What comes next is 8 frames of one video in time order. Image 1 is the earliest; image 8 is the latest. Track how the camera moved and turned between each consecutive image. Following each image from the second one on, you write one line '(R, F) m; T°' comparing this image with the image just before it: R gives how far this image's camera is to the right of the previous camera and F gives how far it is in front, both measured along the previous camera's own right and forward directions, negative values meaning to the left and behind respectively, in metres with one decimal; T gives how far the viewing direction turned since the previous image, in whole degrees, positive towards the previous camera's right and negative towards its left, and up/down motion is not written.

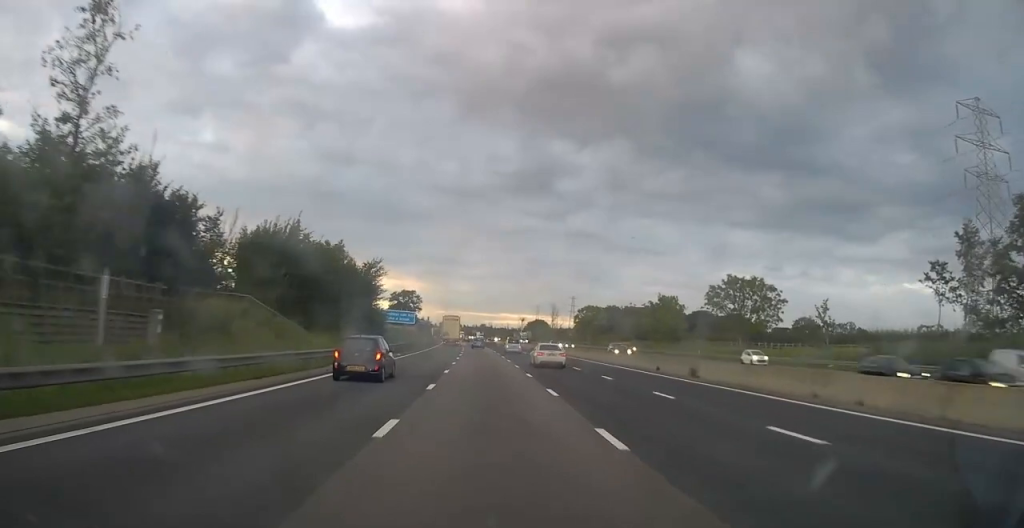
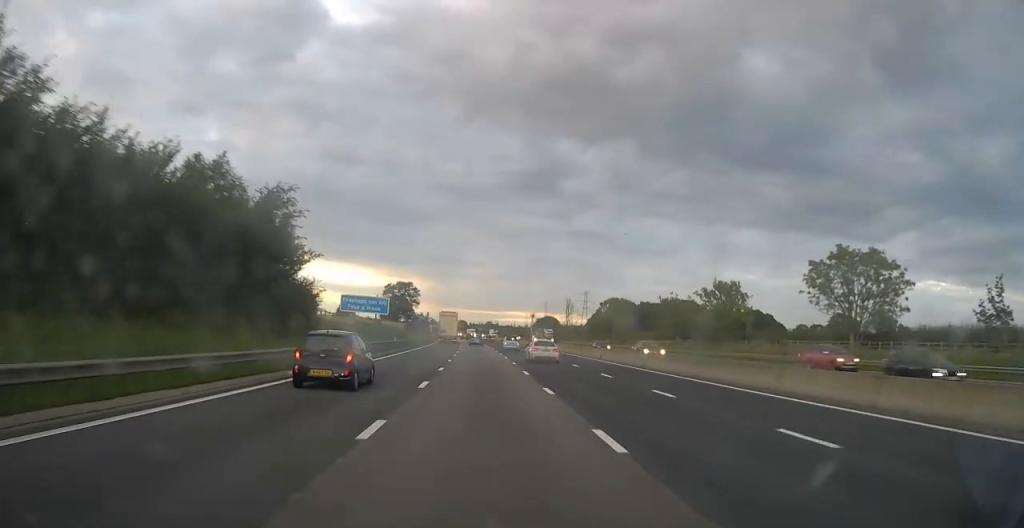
(0.0, +27.1) m; 0°
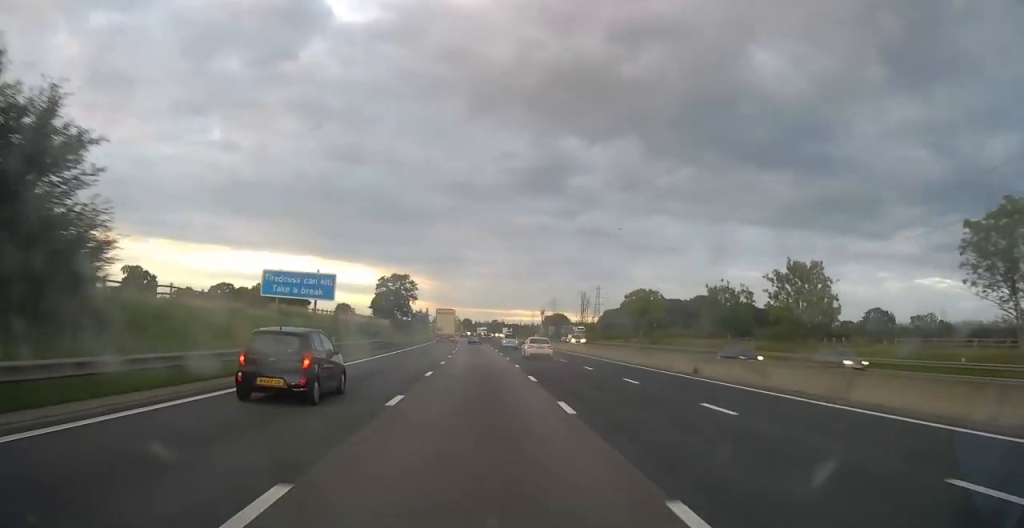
(-0.1, +22.8) m; 0°
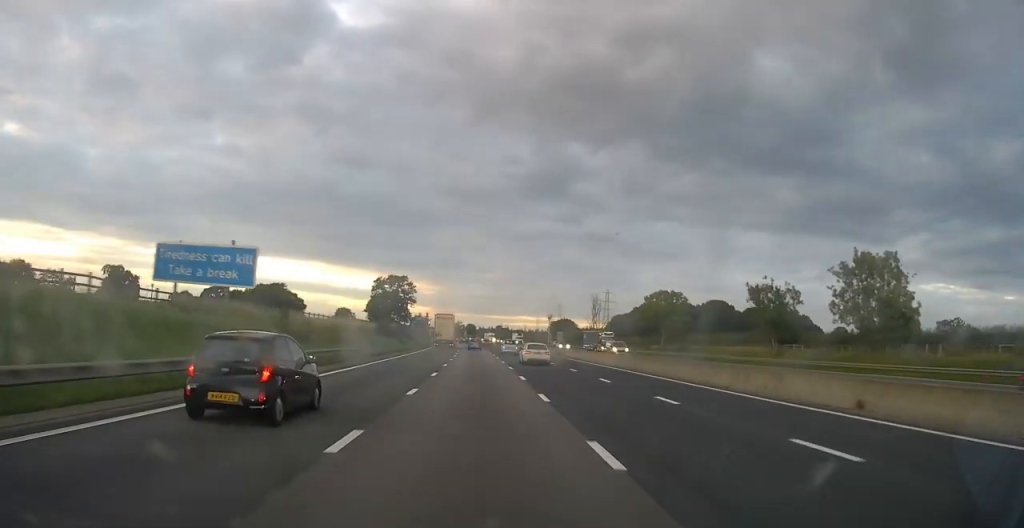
(0.0, +13.6) m; 0°
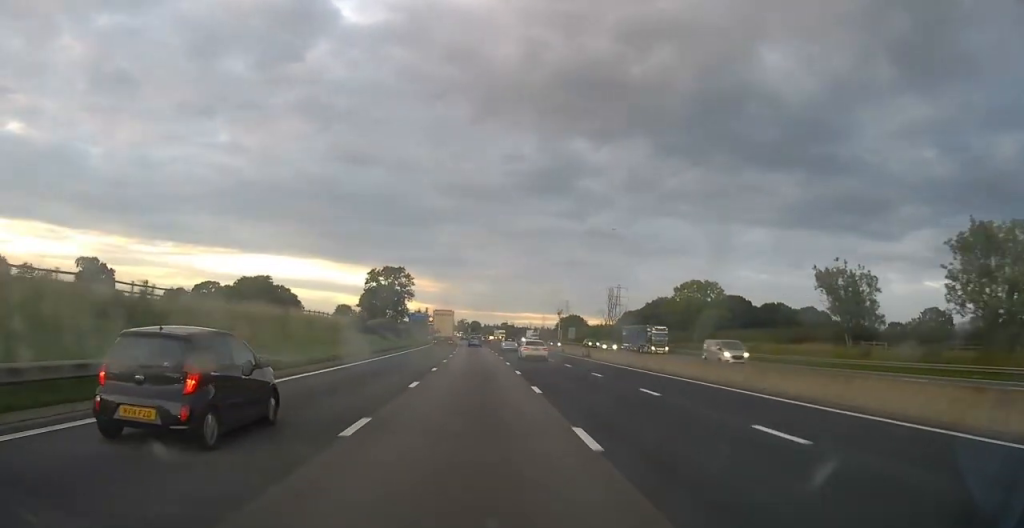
(0.0, +16.3) m; 0°
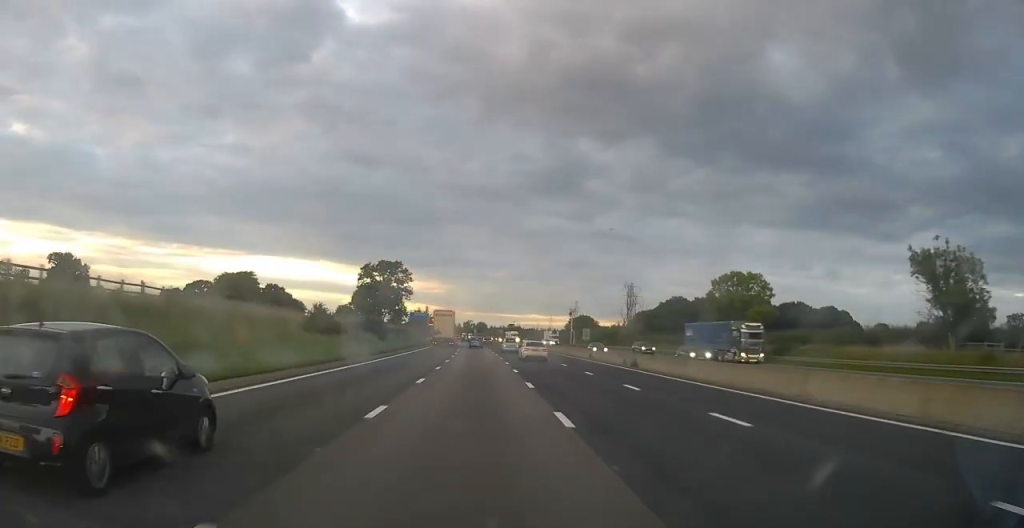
(-0.1, +15.3) m; -1°
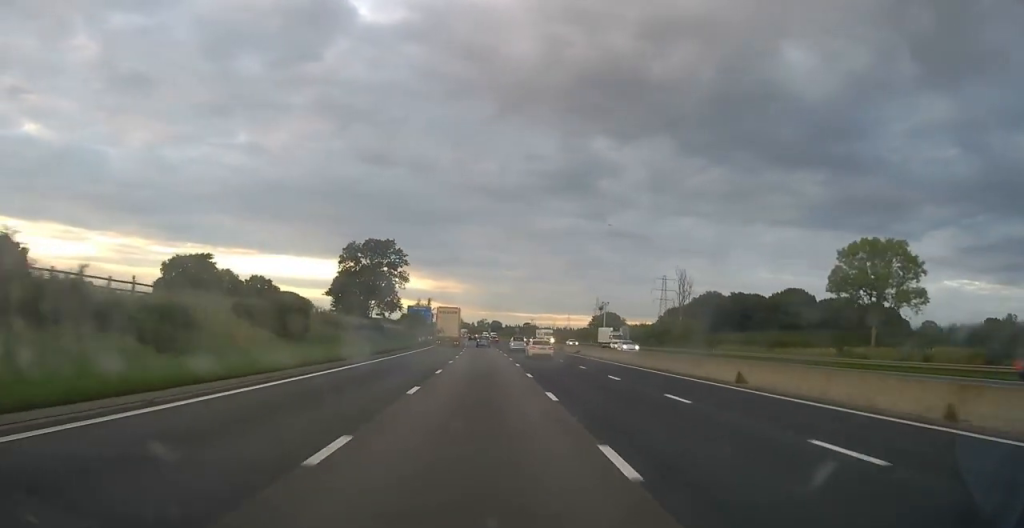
(-0.3, +30.8) m; -1°
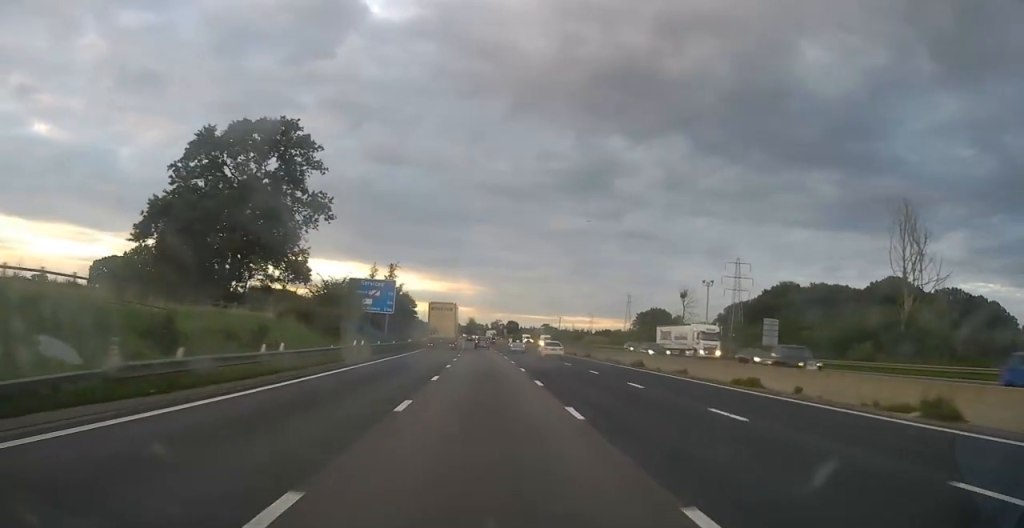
(-1.6, +65.8) m; -2°
